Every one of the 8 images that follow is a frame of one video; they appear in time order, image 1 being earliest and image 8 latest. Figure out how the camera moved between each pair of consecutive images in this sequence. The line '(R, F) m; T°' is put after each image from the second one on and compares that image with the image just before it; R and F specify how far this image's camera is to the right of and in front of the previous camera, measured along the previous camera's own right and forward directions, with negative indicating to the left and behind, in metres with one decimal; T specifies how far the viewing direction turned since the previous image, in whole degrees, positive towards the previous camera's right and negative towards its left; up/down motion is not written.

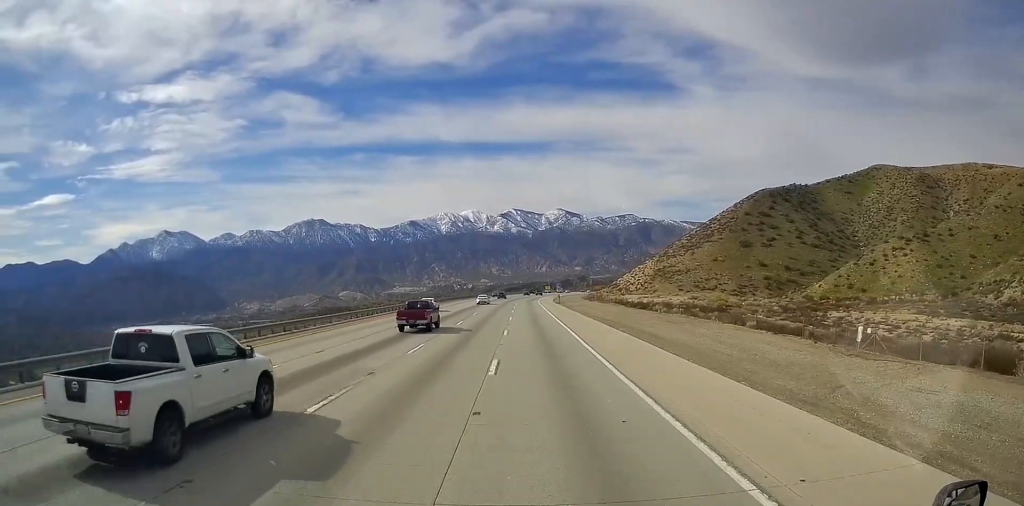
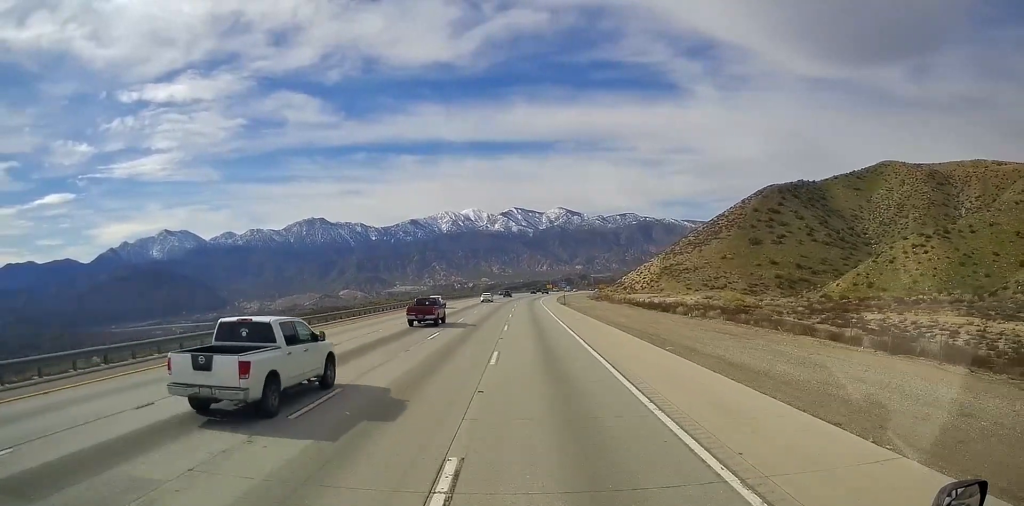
(-0.2, +12.3) m; -1°
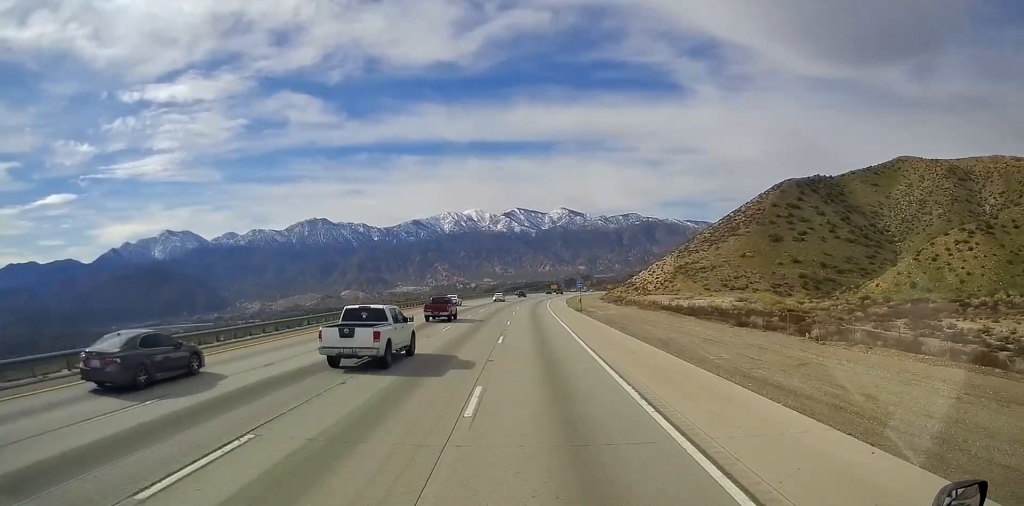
(-0.5, +22.9) m; -1°
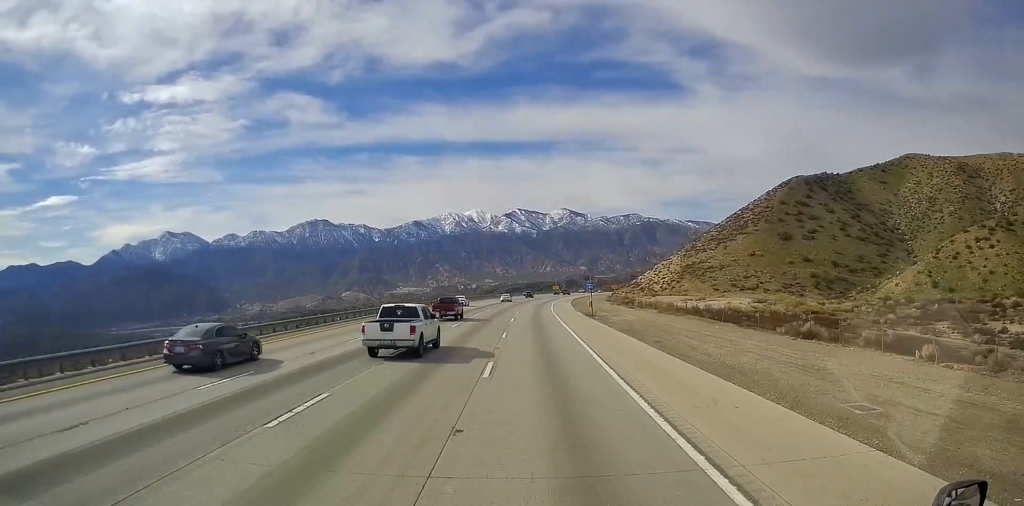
(-0.1, +9.9) m; 0°
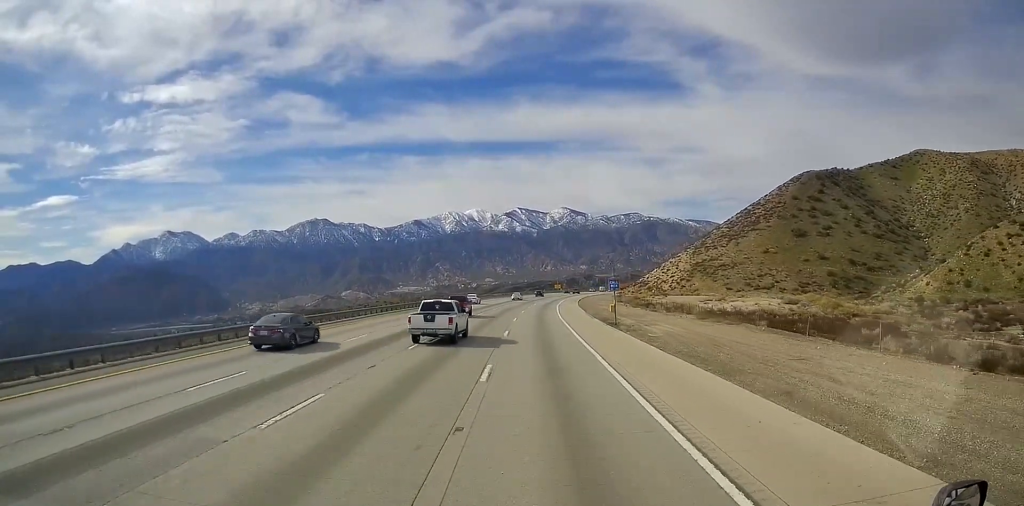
(+0.1, +14.6) m; 0°
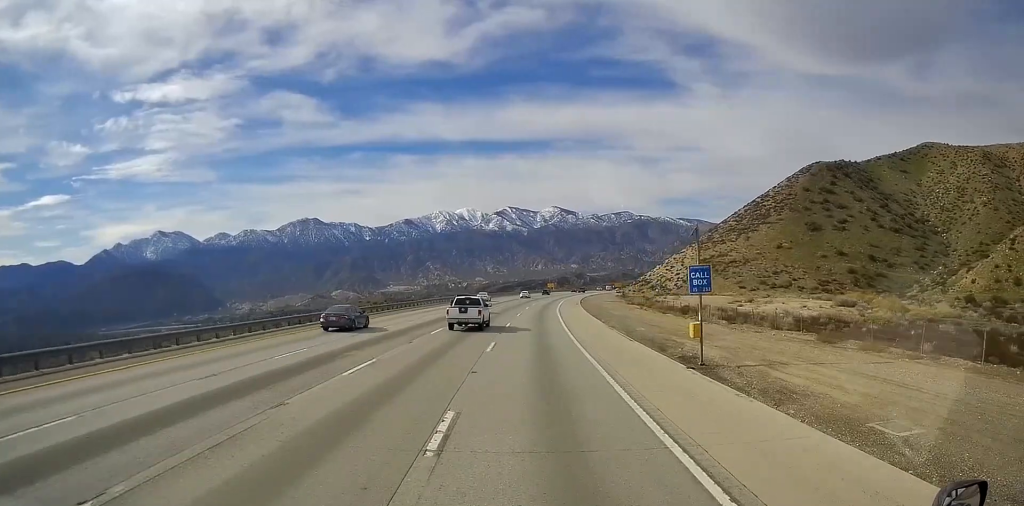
(+0.1, +22.2) m; 0°
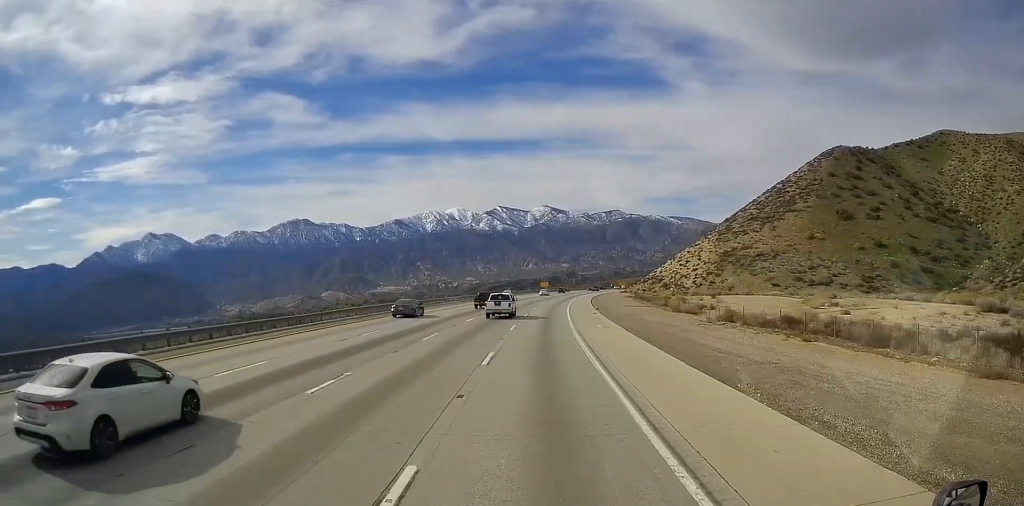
(-0.1, +32.8) m; 0°
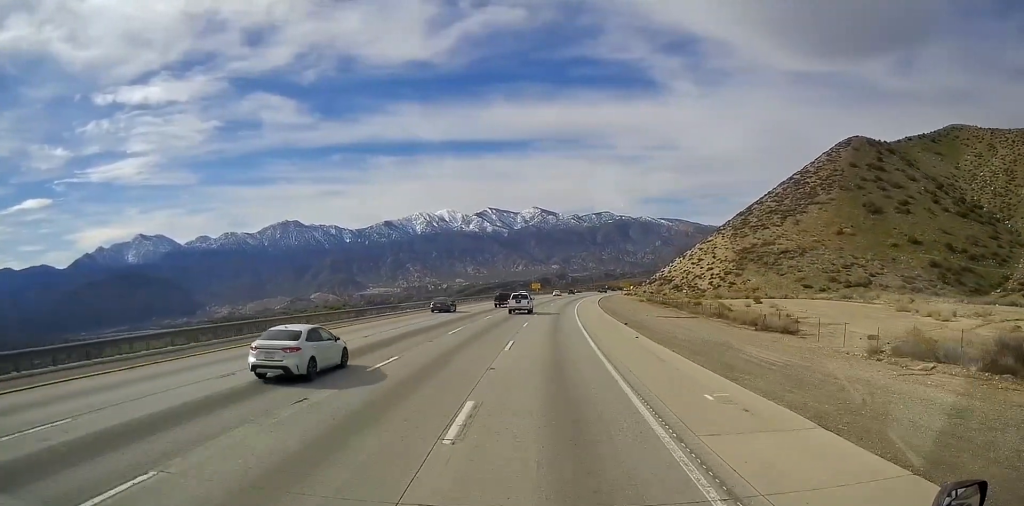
(+0.1, +24.7) m; 0°
